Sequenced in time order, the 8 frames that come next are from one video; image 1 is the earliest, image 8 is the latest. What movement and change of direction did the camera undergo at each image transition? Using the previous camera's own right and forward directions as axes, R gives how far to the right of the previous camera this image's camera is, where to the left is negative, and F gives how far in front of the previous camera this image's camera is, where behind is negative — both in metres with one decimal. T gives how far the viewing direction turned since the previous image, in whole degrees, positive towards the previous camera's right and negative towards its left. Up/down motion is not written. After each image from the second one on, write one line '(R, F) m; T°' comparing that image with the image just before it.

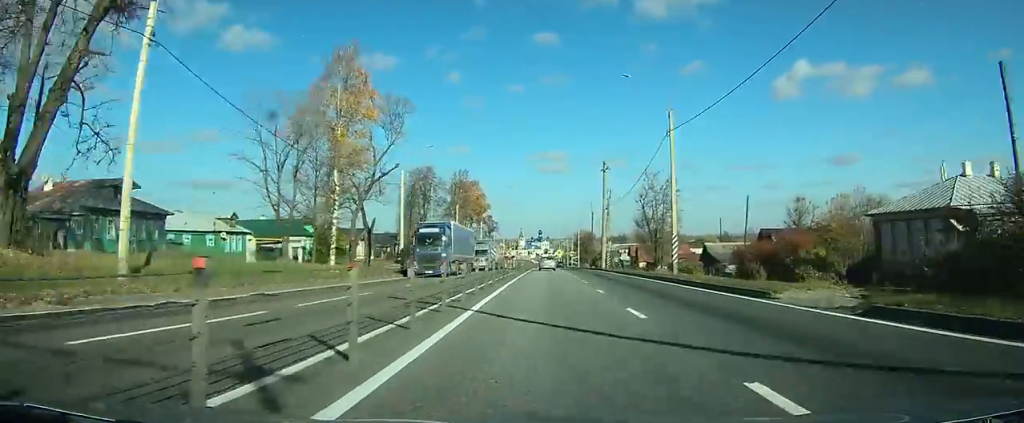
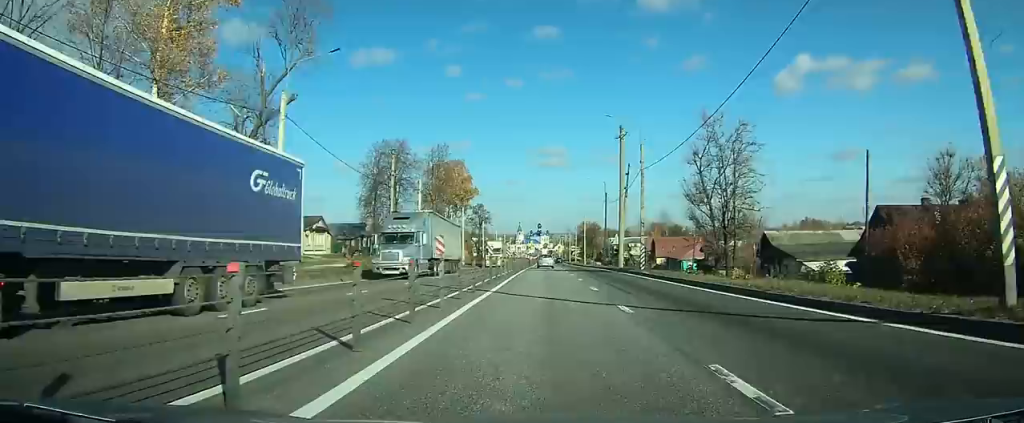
(0.0, +23.1) m; 0°
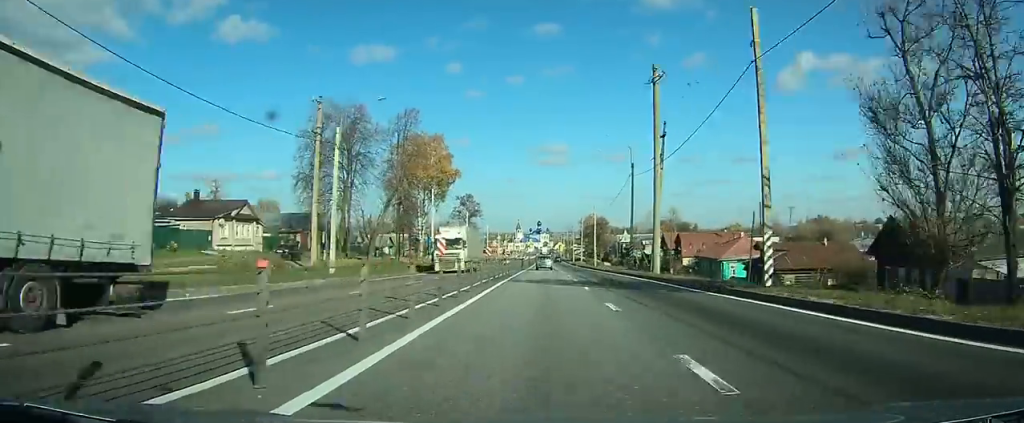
(+0.1, +22.6) m; 0°
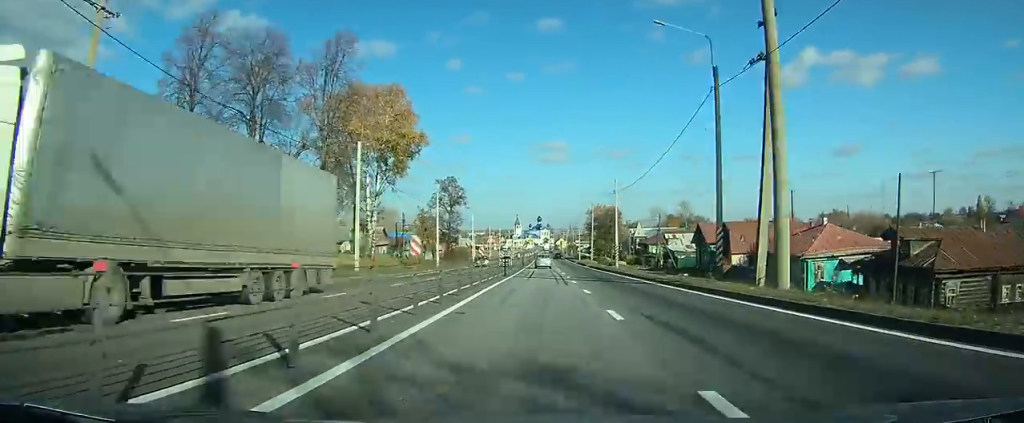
(+0.1, +24.7) m; 0°
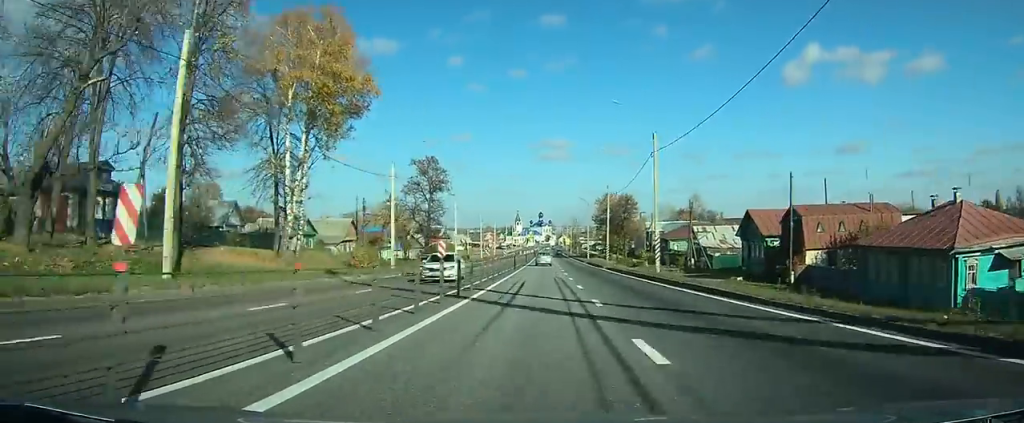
(-0.1, +19.8) m; 0°
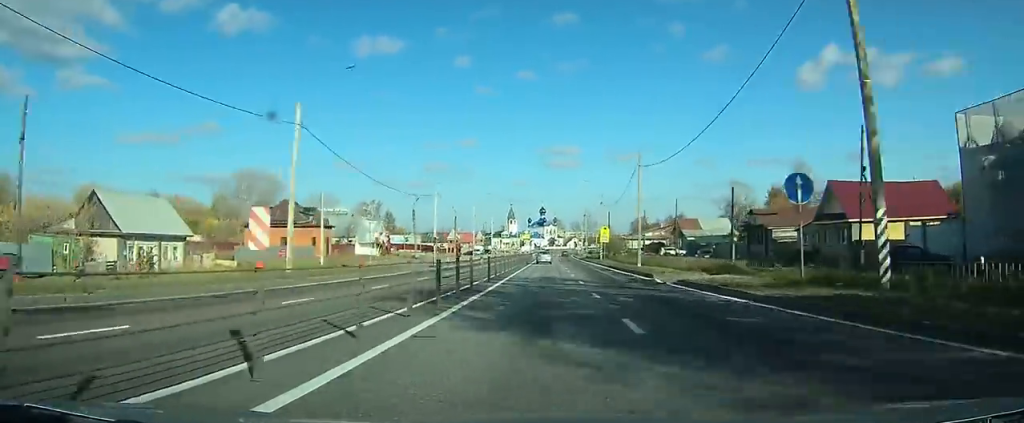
(-0.7, +119.5) m; 0°
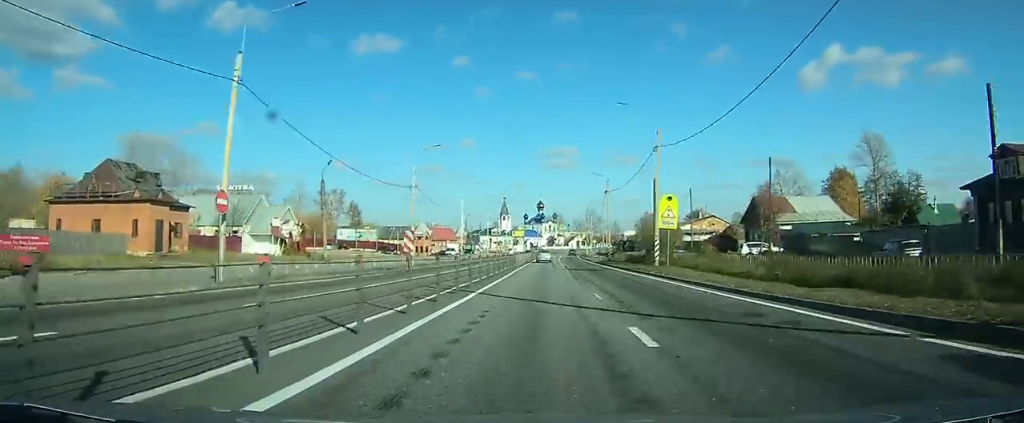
(0.0, +40.5) m; 0°
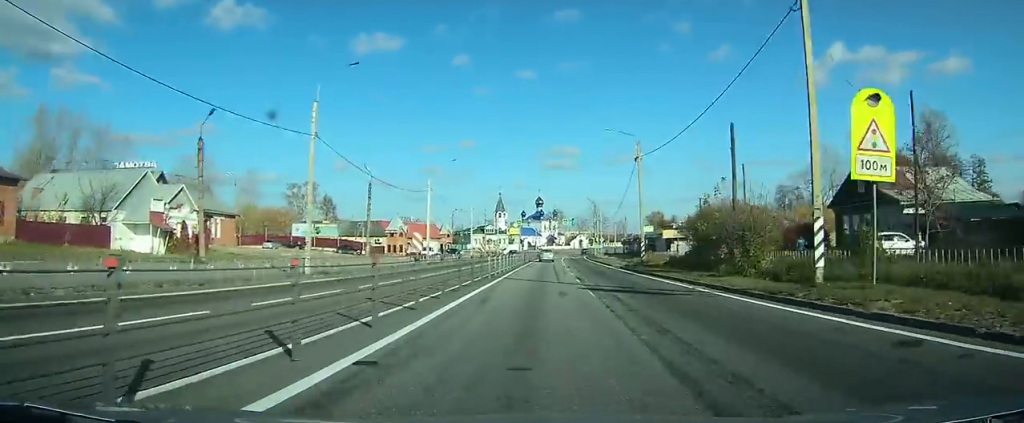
(0.0, +22.2) m; 0°
